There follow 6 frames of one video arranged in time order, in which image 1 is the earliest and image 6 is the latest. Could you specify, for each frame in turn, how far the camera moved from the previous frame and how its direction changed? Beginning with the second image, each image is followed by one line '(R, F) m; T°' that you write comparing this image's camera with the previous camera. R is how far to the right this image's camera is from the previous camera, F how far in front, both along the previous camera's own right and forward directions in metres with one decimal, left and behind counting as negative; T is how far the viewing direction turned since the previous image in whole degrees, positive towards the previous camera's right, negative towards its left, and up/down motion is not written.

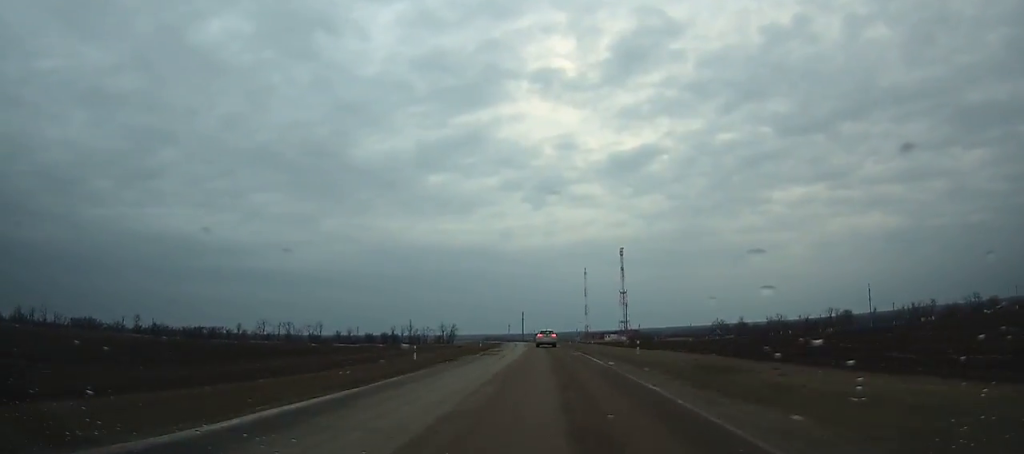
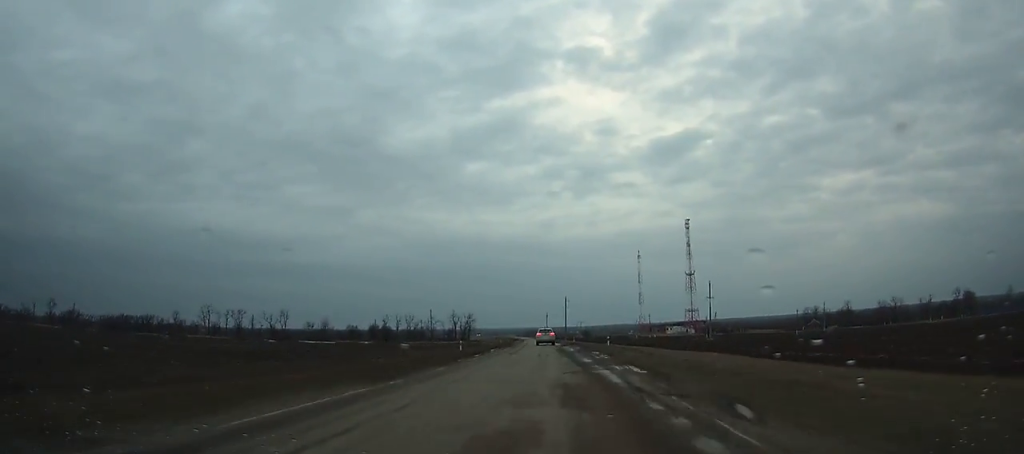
(-2.9, +86.4) m; -4°
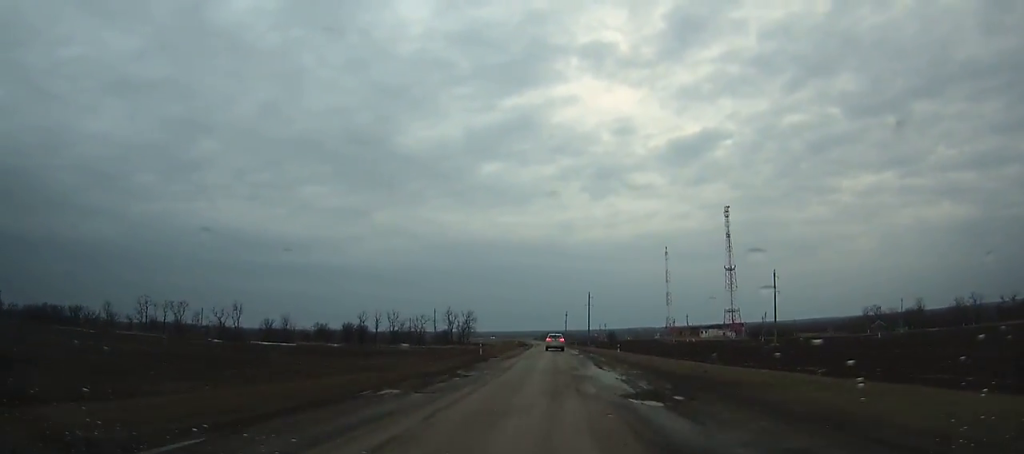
(-0.7, +47.1) m; -1°
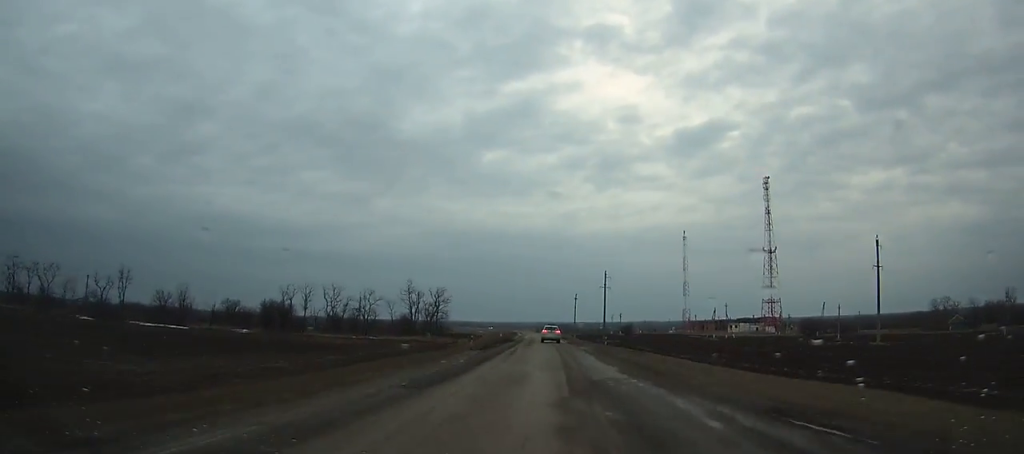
(-0.6, +53.7) m; -1°
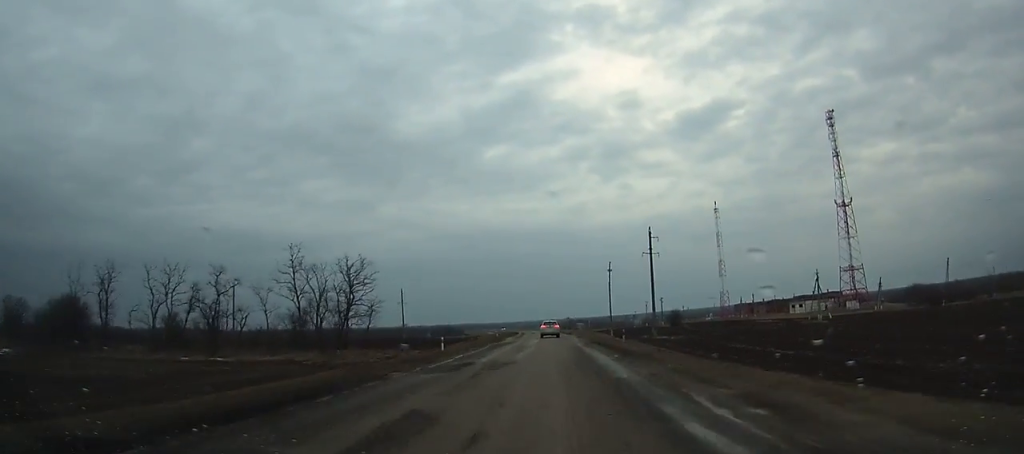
(-0.3, +62.4) m; -1°
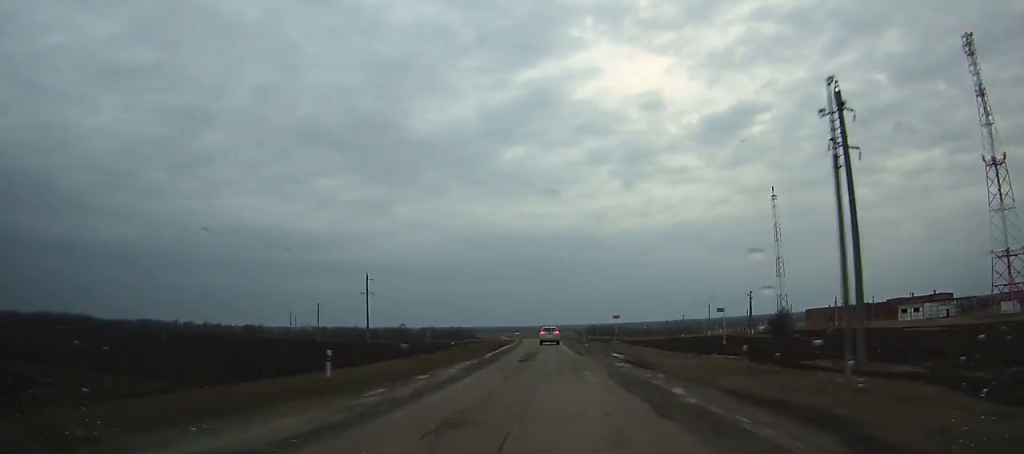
(-1.5, +70.6) m; -2°
